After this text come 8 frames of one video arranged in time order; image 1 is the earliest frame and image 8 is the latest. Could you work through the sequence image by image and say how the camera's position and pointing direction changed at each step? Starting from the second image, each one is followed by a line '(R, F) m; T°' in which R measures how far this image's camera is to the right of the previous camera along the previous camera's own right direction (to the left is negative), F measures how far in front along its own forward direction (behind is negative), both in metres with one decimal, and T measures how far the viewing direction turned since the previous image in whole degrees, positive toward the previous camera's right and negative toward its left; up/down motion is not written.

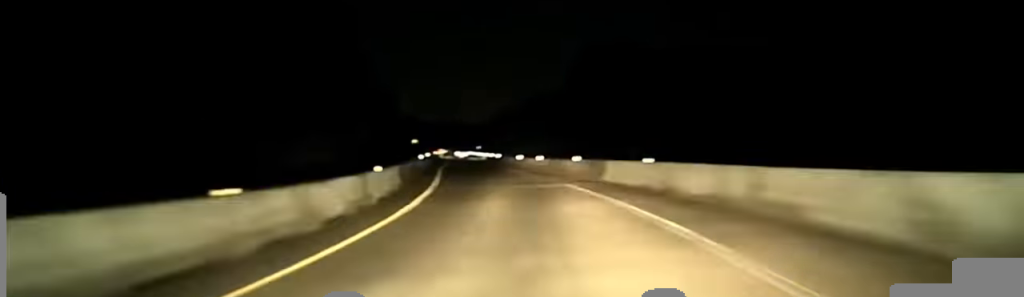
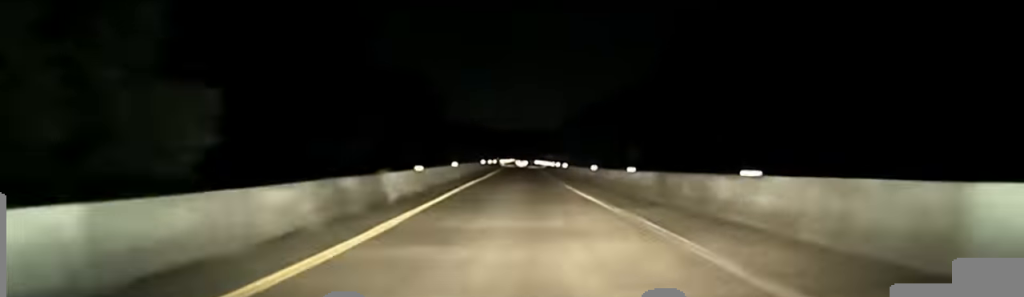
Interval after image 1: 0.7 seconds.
(-1.2, +27.7) m; -3°
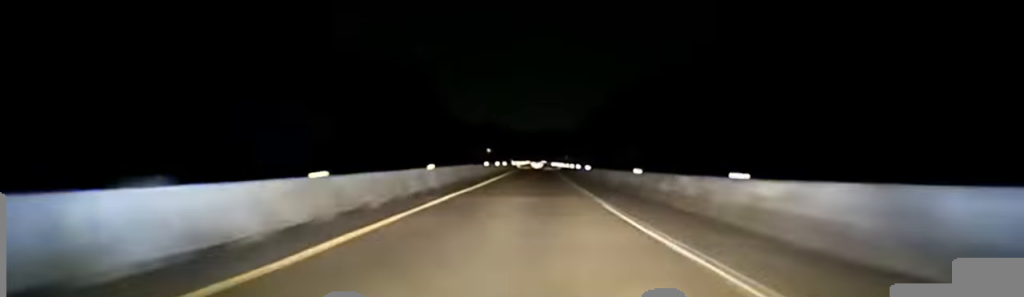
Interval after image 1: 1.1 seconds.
(-0.4, +16.2) m; -1°
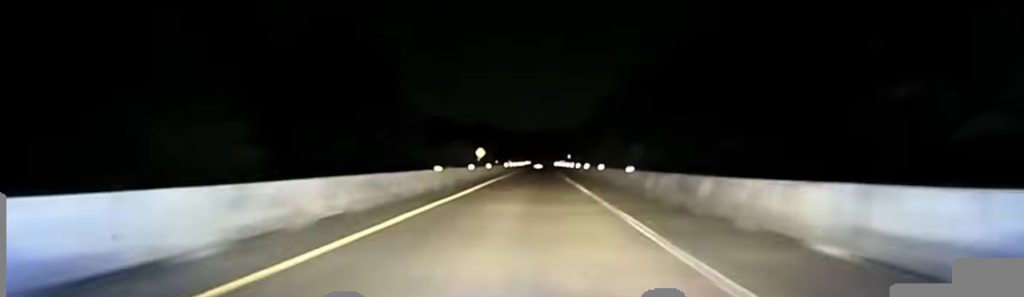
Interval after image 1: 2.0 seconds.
(-0.3, +36.7) m; 0°
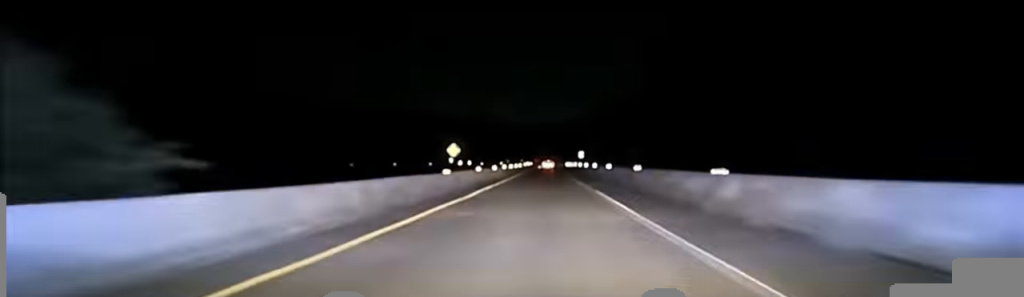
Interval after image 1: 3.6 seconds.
(+0.2, +75.6) m; 0°
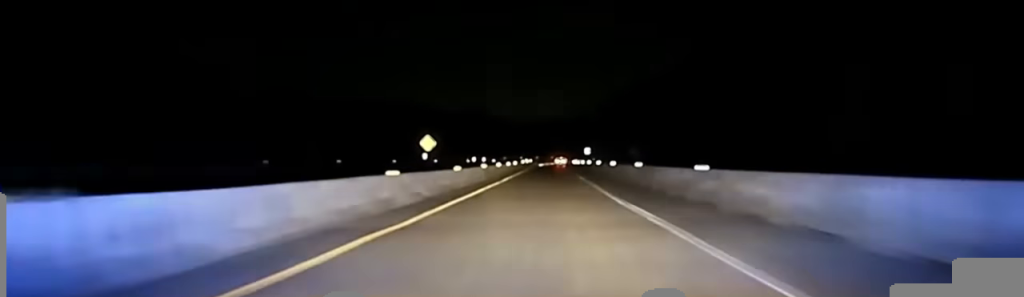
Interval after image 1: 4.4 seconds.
(0.0, +30.6) m; 0°
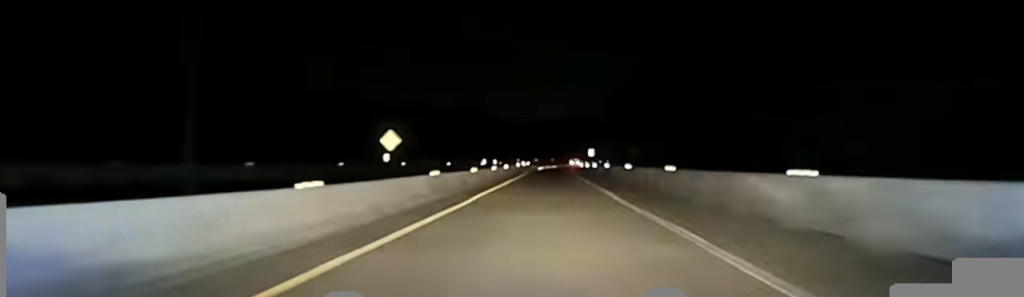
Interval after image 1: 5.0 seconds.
(0.0, +25.5) m; 0°
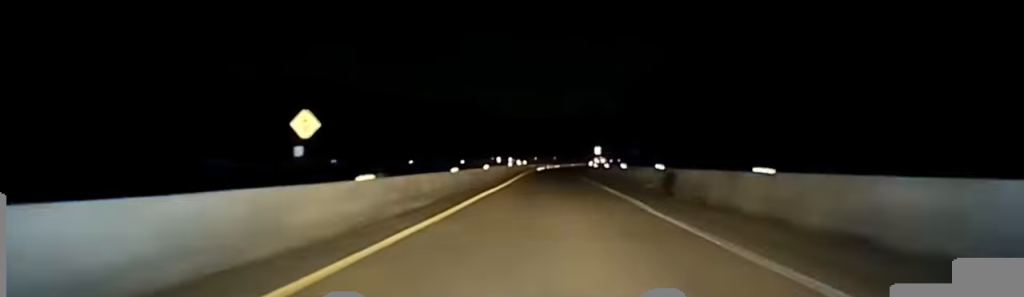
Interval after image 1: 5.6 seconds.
(0.0, +27.7) m; 0°
